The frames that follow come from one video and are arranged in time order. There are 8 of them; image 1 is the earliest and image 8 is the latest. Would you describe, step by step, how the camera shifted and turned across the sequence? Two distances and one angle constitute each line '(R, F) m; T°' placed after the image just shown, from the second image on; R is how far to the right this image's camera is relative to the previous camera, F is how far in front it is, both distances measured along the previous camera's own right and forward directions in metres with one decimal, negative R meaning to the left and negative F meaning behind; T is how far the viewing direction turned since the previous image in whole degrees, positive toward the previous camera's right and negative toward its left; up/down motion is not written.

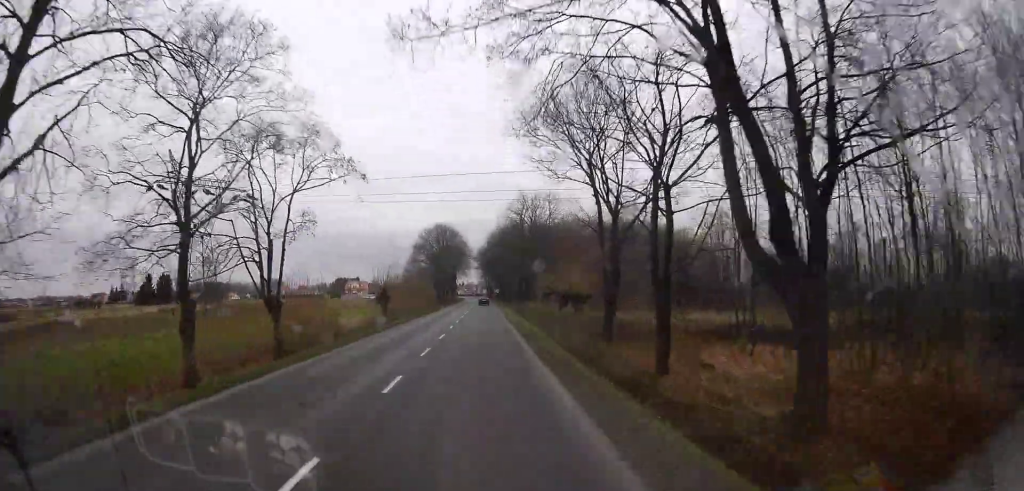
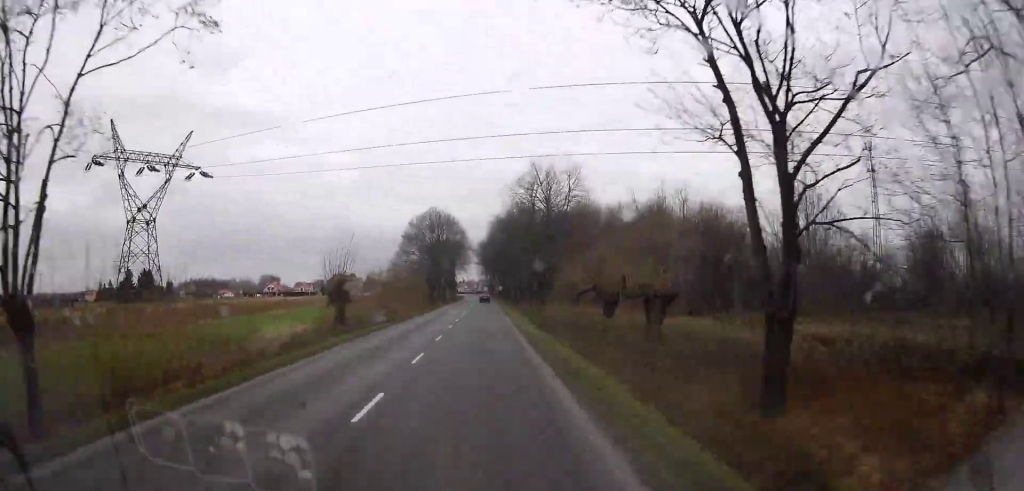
(-0.4, +14.7) m; -1°
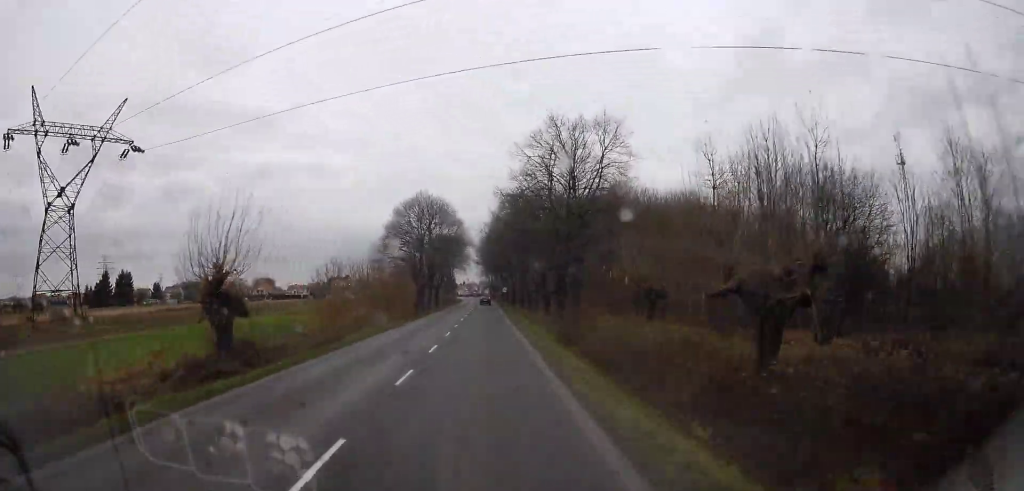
(-0.1, +15.7) m; +2°
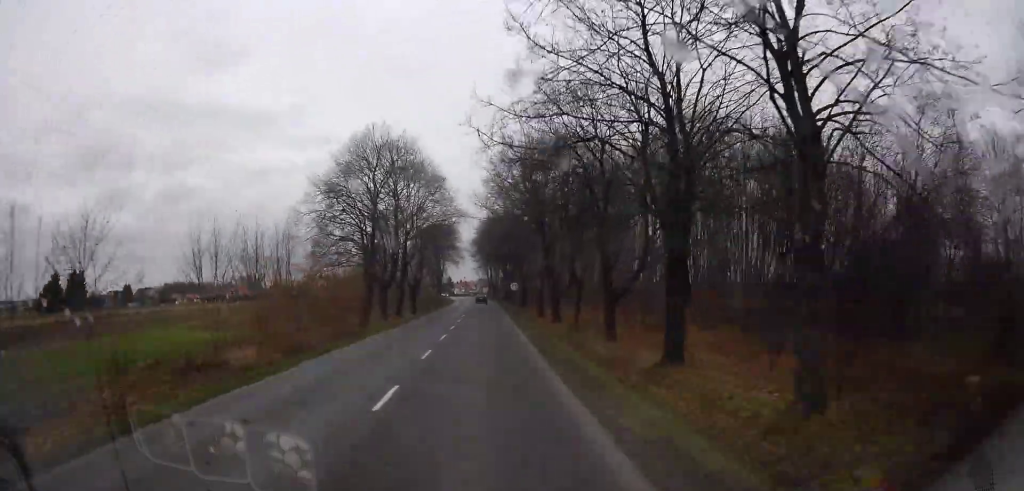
(+1.3, +27.7) m; +3°
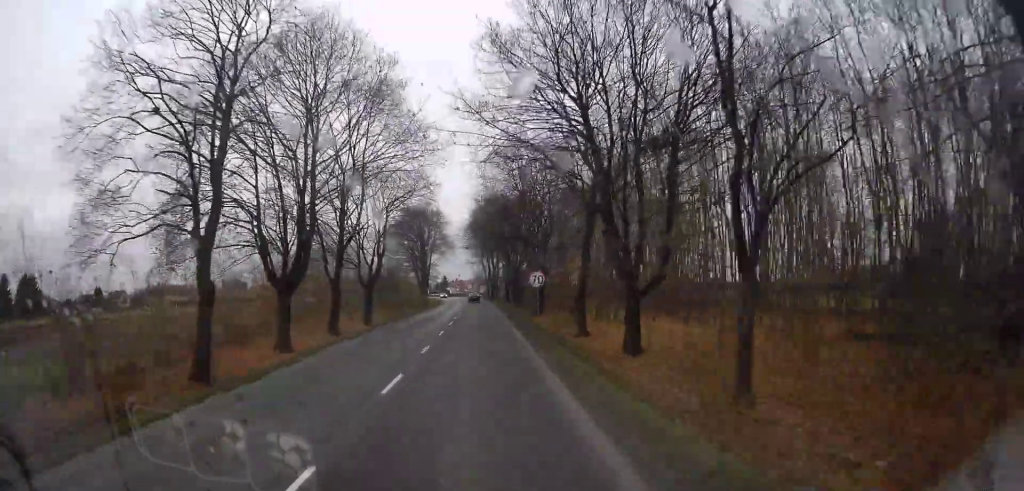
(0.0, +23.6) m; 0°
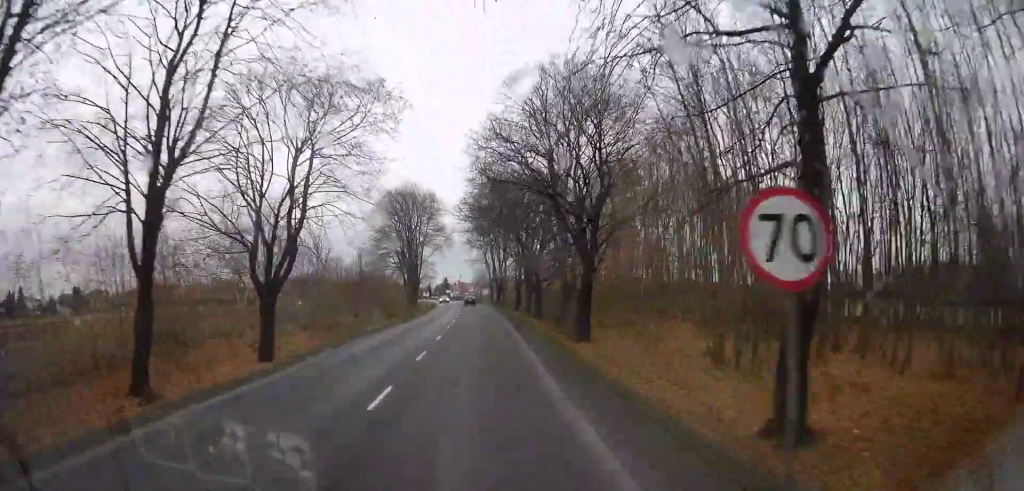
(0.0, +20.0) m; -1°
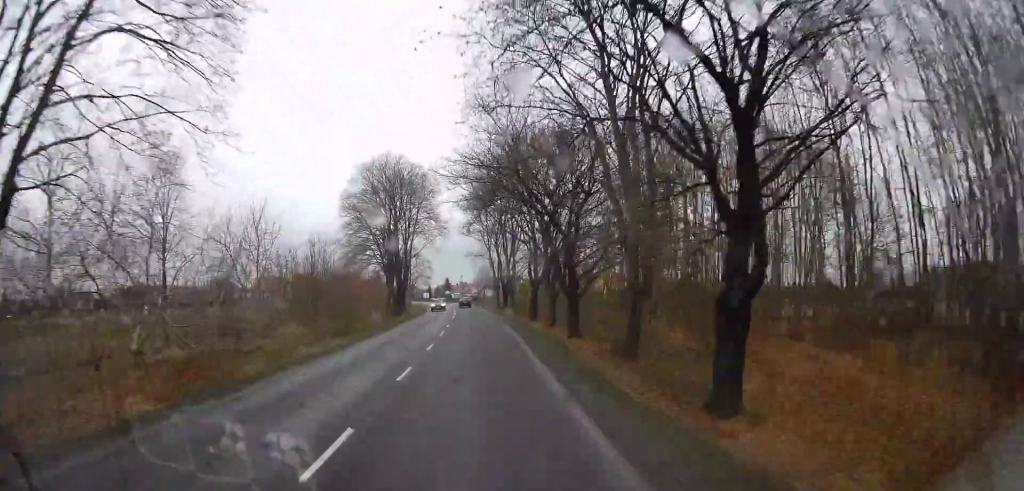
(-0.2, +15.8) m; -1°
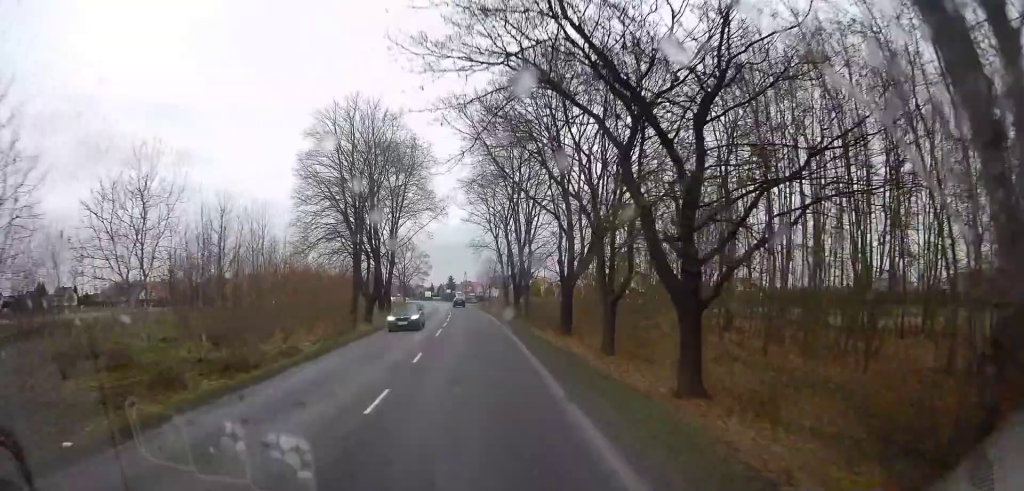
(-0.2, +15.6) m; -1°
